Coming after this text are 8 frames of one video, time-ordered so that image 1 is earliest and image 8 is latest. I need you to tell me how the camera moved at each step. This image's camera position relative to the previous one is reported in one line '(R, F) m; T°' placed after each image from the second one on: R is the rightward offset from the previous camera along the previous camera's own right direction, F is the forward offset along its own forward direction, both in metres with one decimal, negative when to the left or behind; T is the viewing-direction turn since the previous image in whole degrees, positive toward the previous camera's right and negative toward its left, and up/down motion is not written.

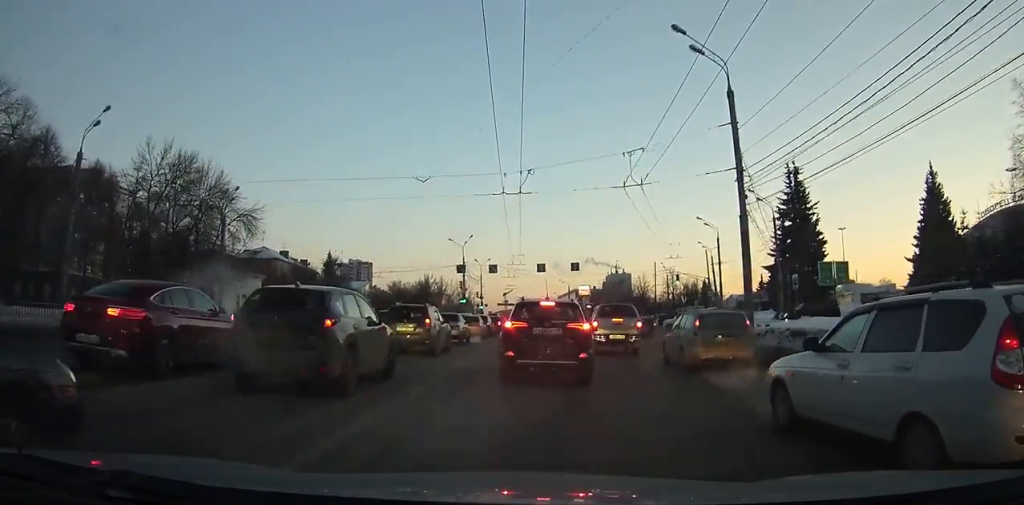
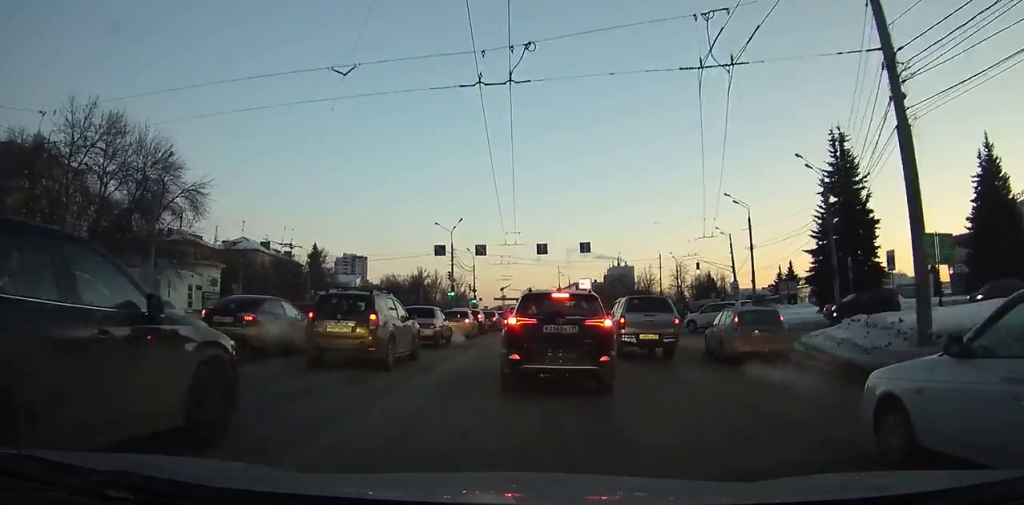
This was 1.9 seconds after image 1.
(+0.1, +7.7) m; 0°
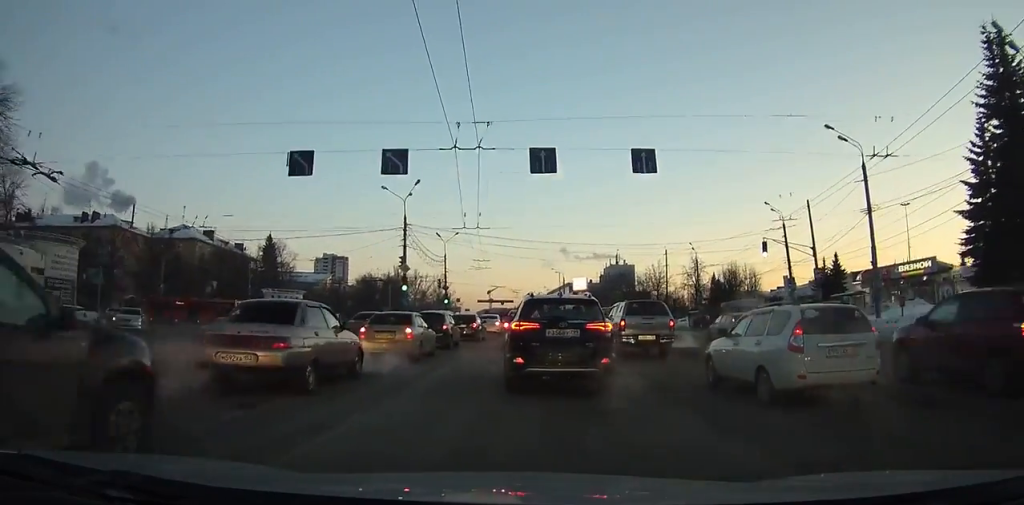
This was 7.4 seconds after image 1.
(0.0, +23.6) m; +1°
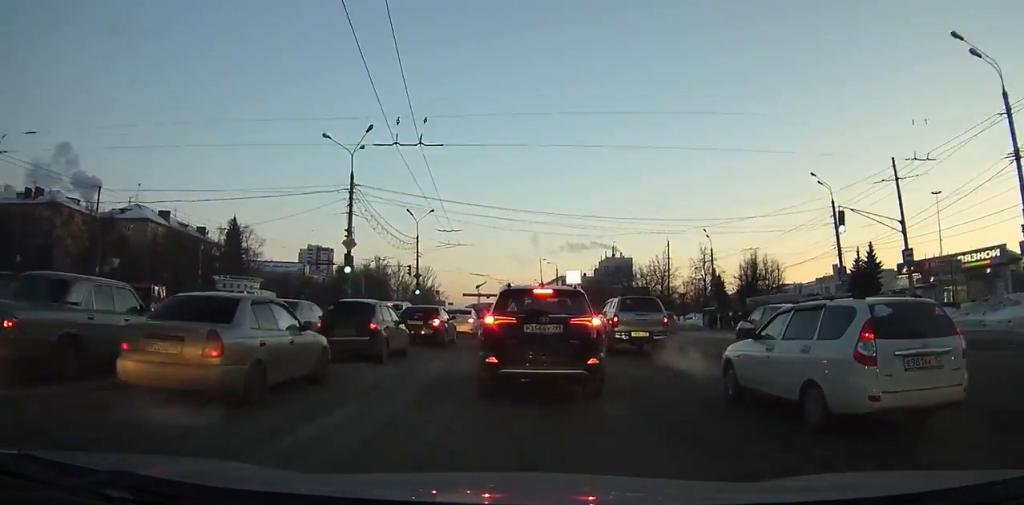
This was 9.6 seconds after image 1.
(0.0, +8.2) m; 0°
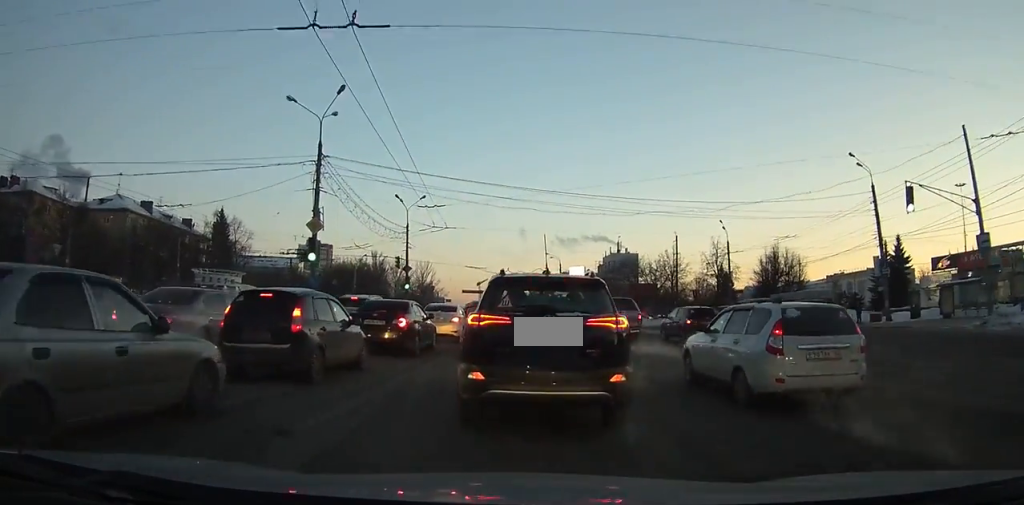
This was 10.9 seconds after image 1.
(0.0, +4.5) m; 0°
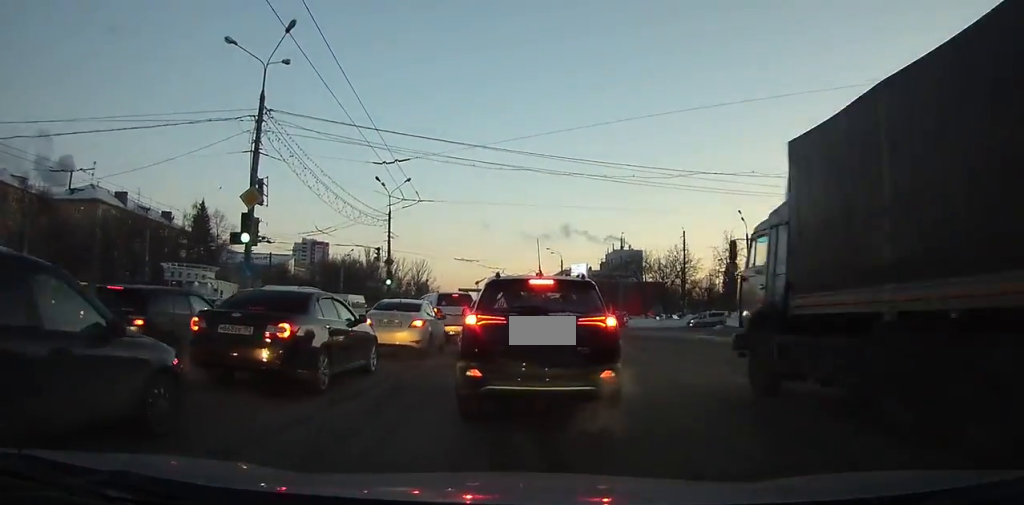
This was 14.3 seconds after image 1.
(-0.1, +9.0) m; -1°
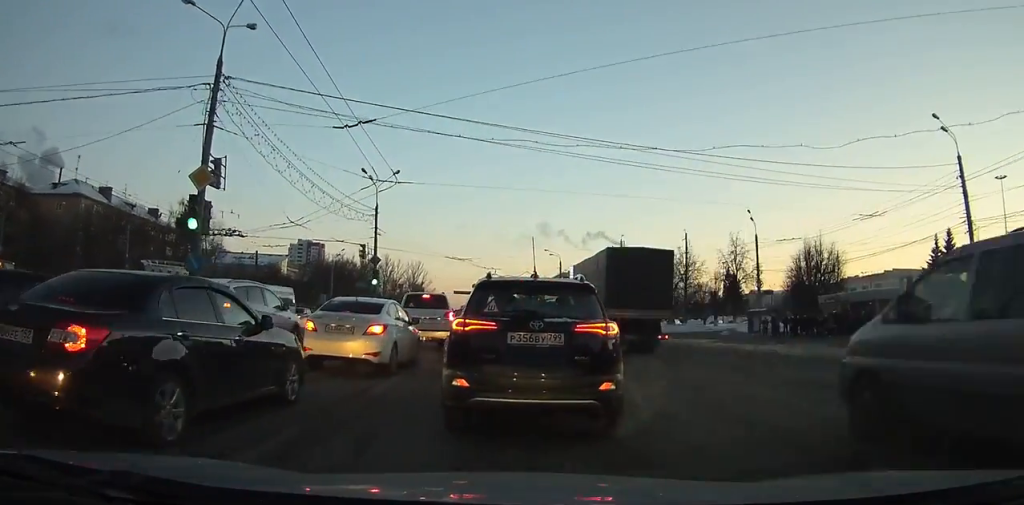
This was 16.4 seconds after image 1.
(-0.1, +4.9) m; +1°
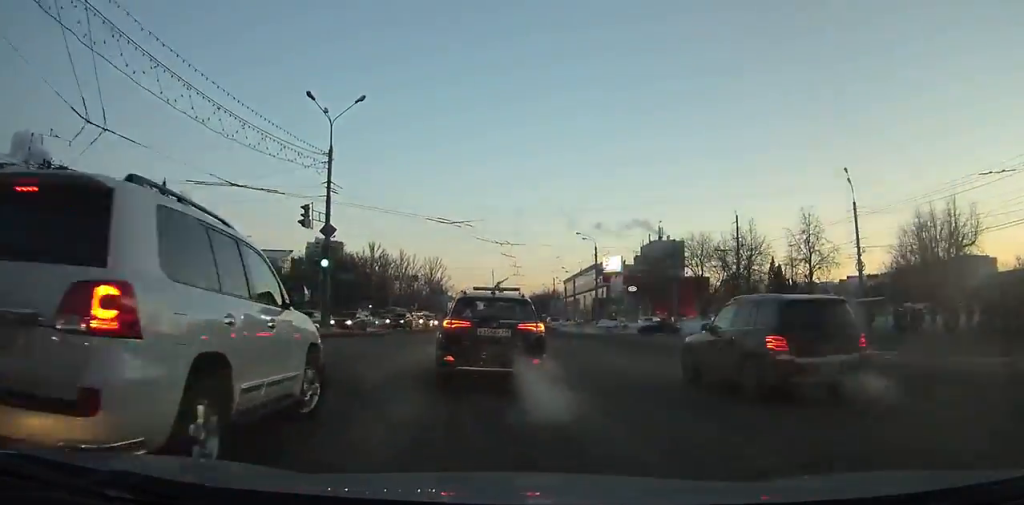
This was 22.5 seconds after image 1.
(+0.2, +23.1) m; -3°
